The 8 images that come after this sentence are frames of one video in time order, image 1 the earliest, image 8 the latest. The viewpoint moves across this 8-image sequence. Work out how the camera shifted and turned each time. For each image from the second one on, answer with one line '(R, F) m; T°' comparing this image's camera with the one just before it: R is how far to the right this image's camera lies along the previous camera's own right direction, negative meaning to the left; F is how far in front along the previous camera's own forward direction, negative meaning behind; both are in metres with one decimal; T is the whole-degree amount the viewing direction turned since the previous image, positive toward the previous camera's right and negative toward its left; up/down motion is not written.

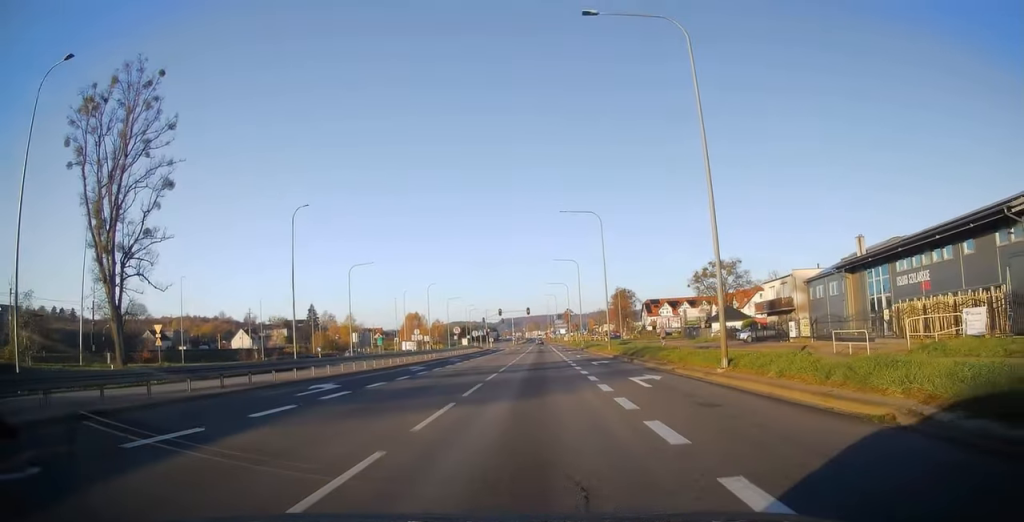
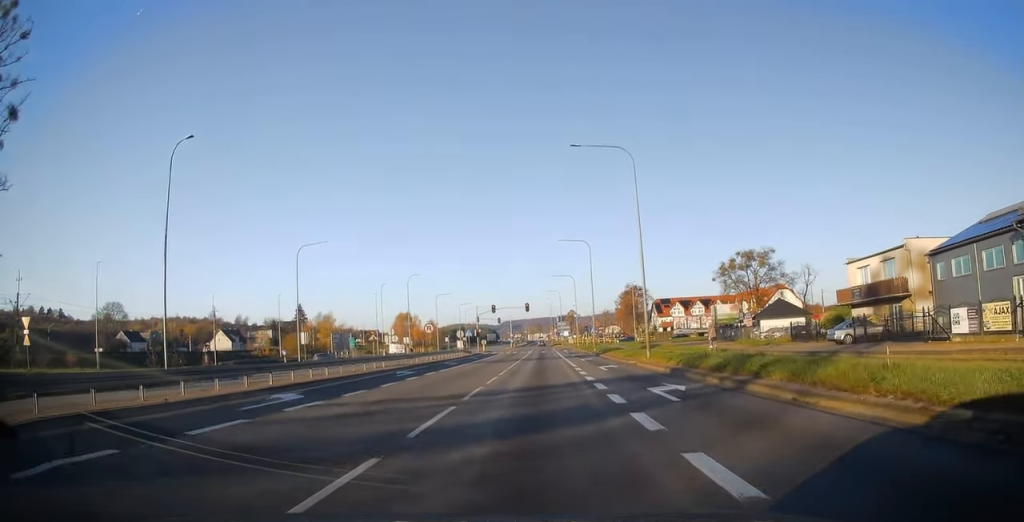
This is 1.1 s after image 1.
(-0.2, +18.6) m; 0°
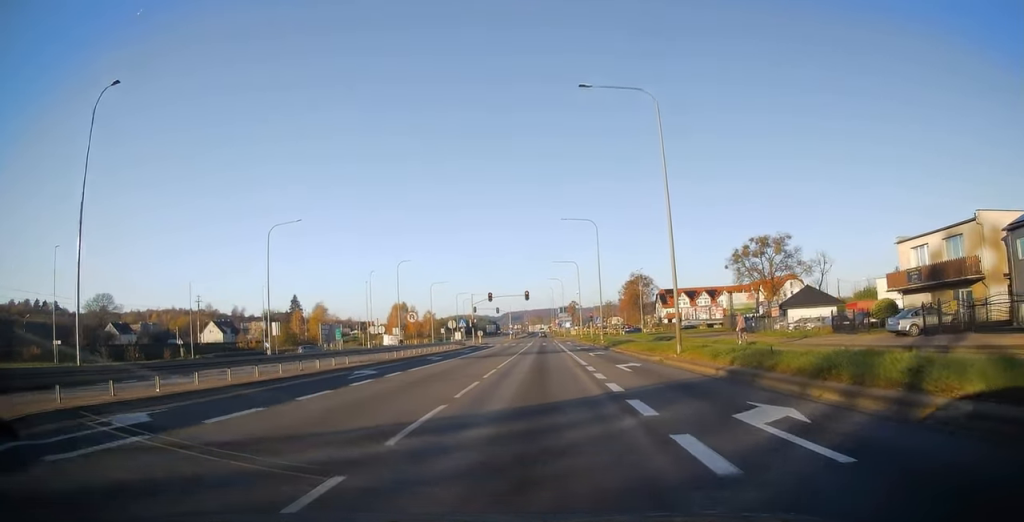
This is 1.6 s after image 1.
(+0.2, +7.6) m; 0°
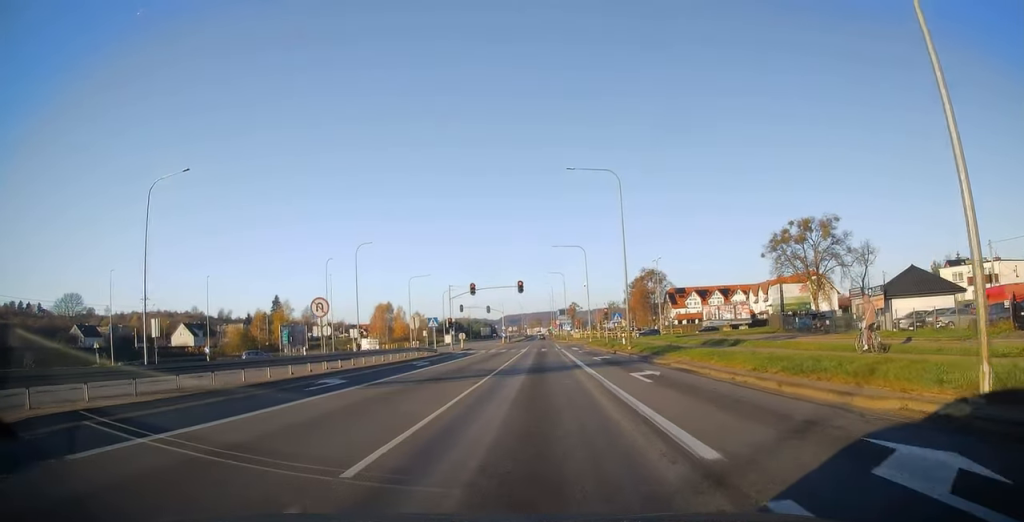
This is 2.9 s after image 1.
(-0.2, +20.1) m; 0°
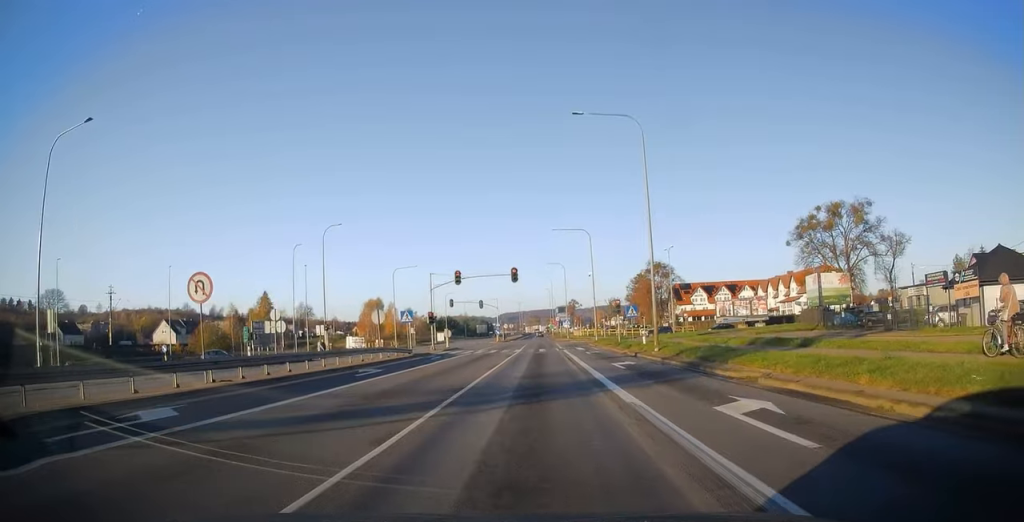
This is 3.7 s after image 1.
(+0.4, +10.9) m; 0°
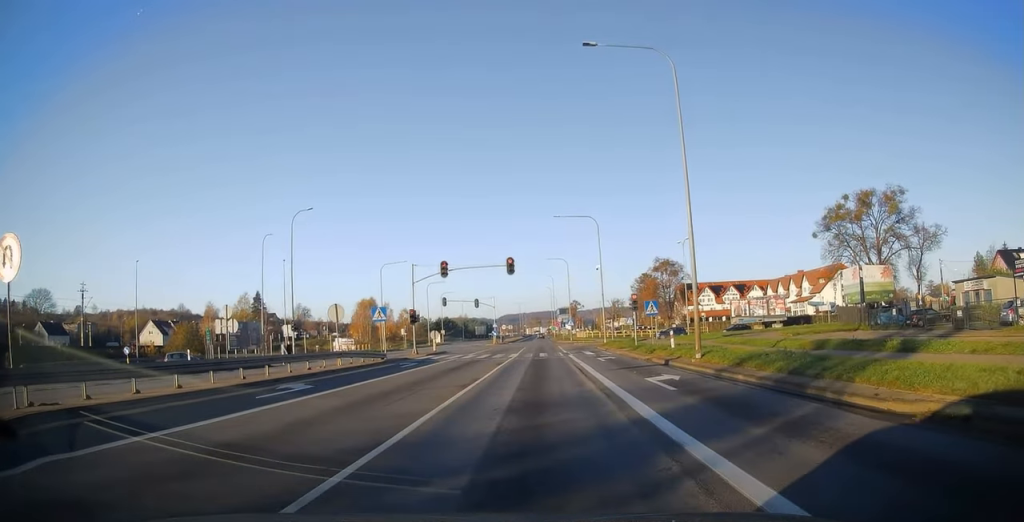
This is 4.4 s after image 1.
(-0.3, +8.4) m; -1°
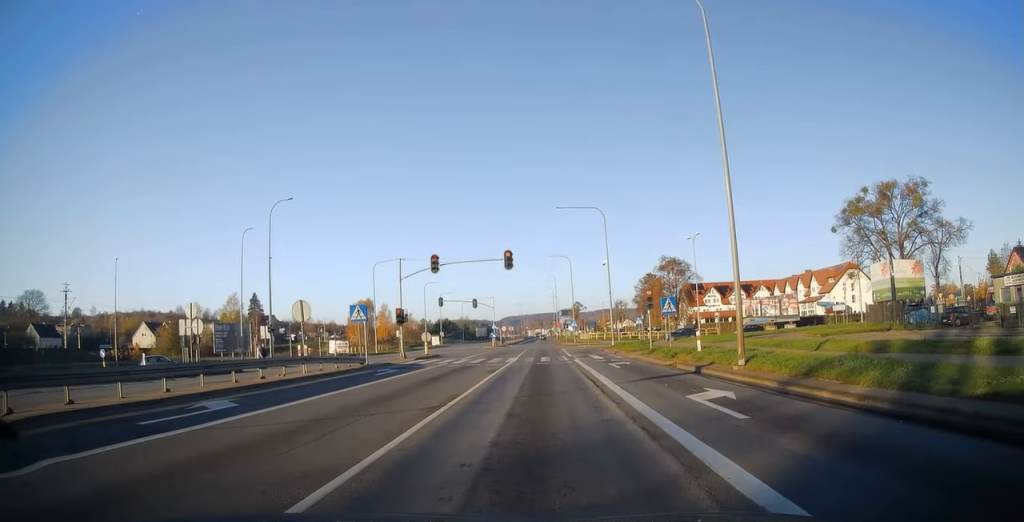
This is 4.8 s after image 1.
(-0.1, +5.2) m; 0°
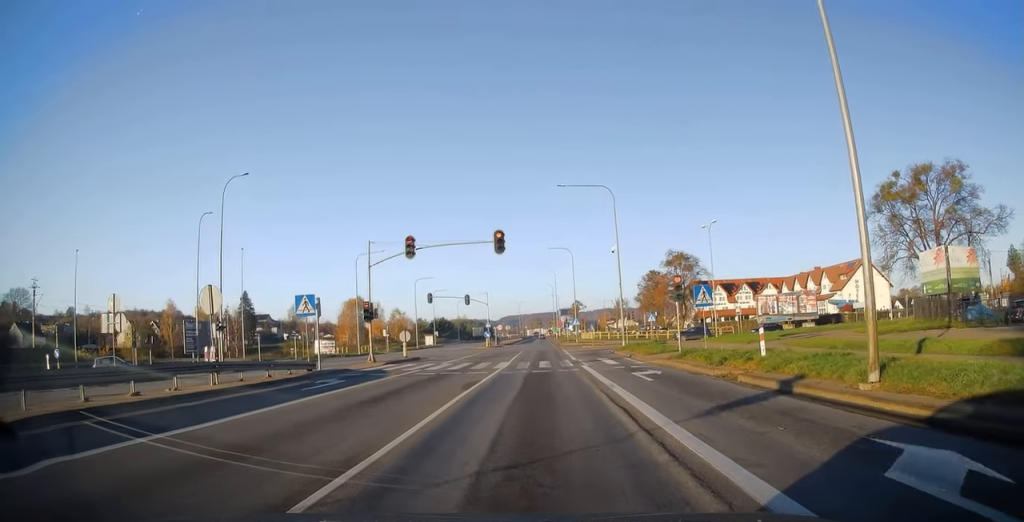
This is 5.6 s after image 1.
(0.0, +8.3) m; +1°
